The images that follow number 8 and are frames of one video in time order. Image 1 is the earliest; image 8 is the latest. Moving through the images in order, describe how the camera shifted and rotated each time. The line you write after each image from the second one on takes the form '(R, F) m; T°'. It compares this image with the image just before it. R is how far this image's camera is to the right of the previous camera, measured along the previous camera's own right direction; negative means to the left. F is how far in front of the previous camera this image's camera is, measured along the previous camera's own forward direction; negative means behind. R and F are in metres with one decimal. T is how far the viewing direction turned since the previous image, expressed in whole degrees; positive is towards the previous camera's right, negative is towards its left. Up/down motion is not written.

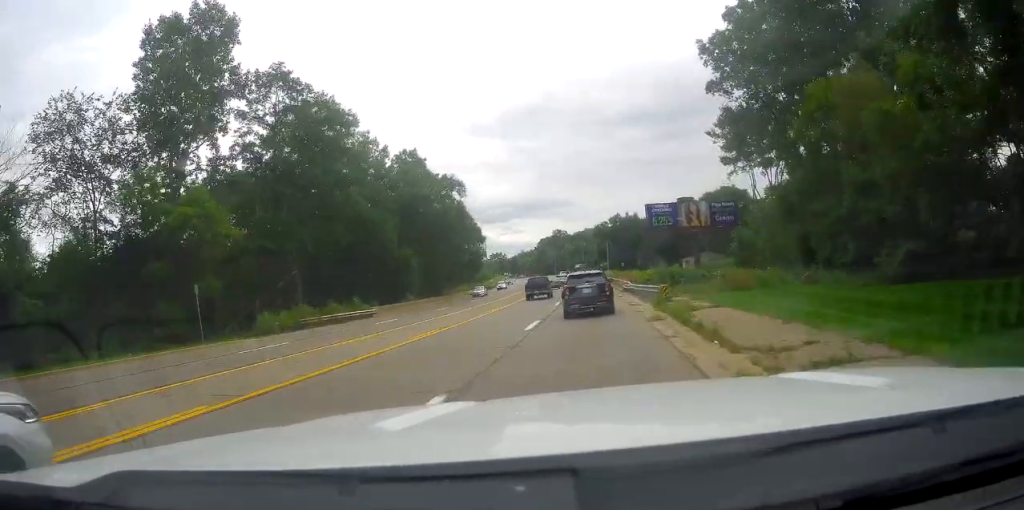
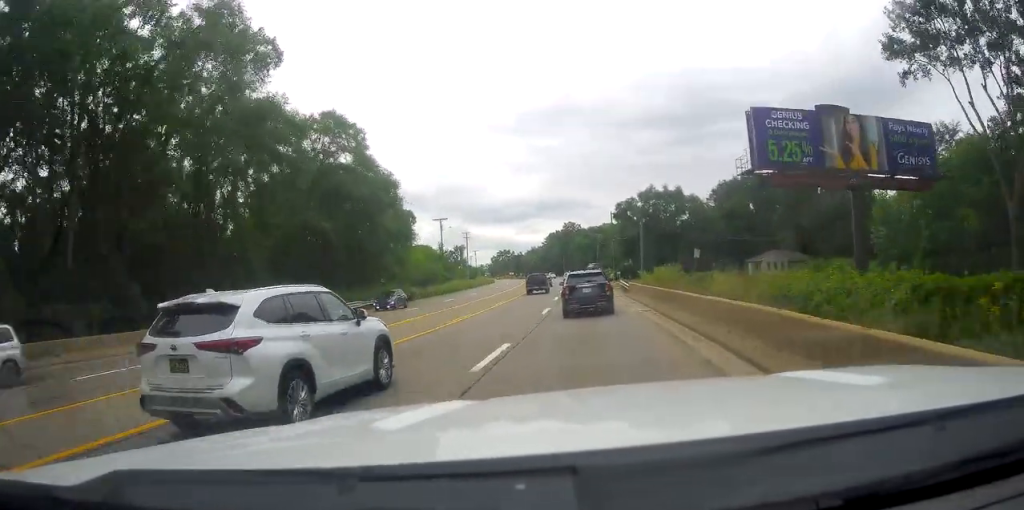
(+0.9, +53.1) m; 0°
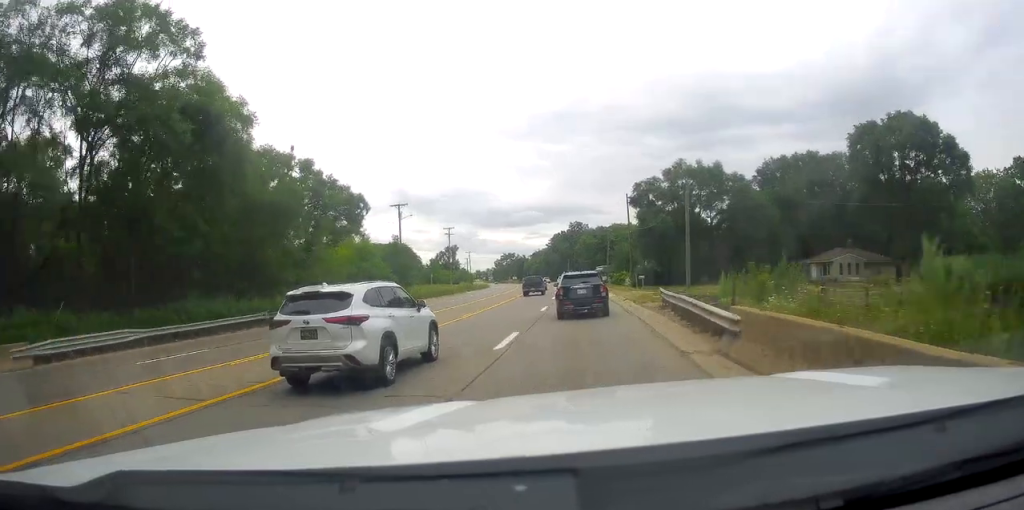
(-0.7, +27.0) m; 0°
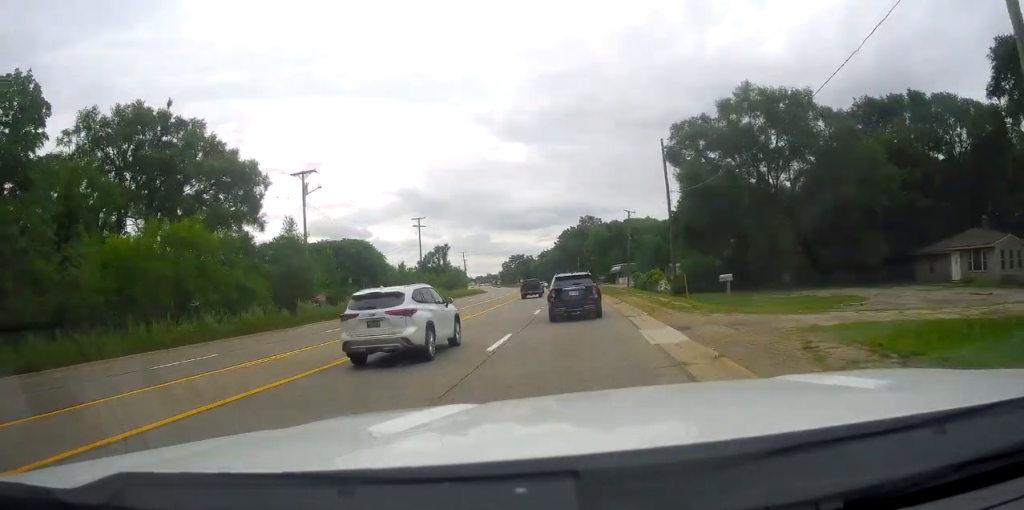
(+0.3, +30.5) m; -2°
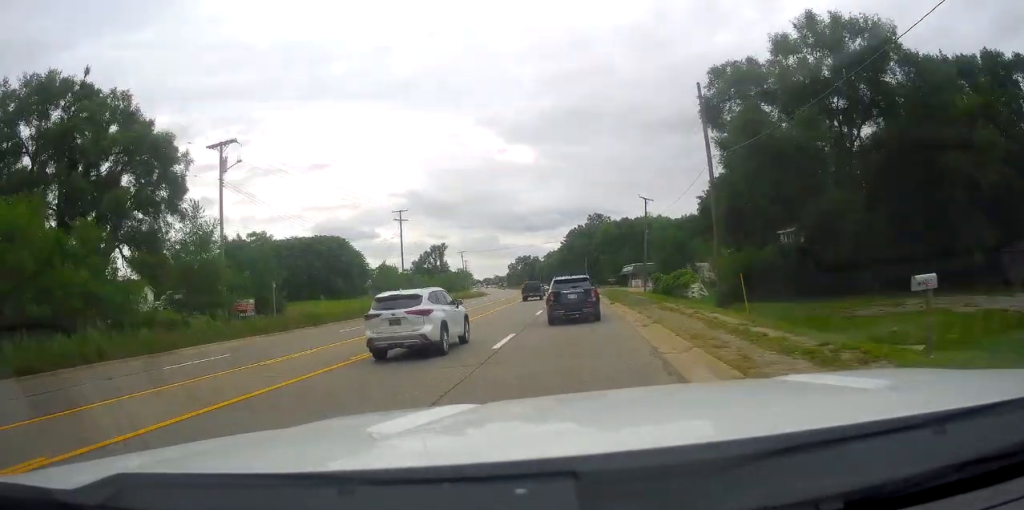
(-0.2, +14.0) m; -2°
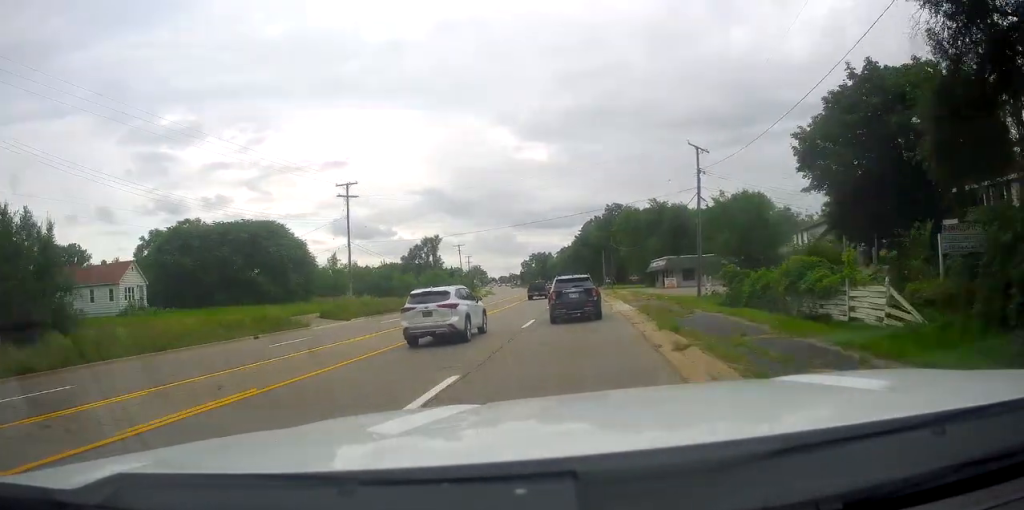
(-0.5, +24.3) m; 0°
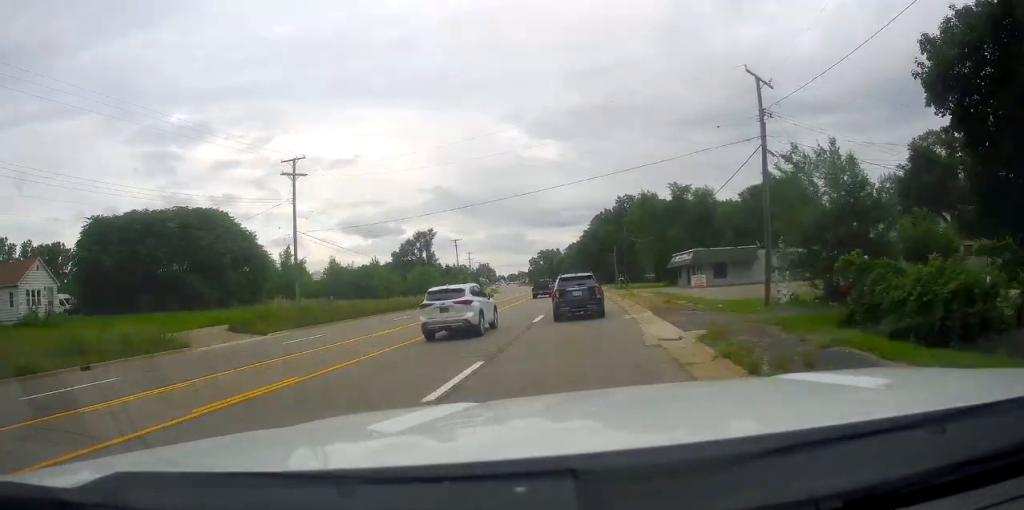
(+0.3, +13.6) m; 0°
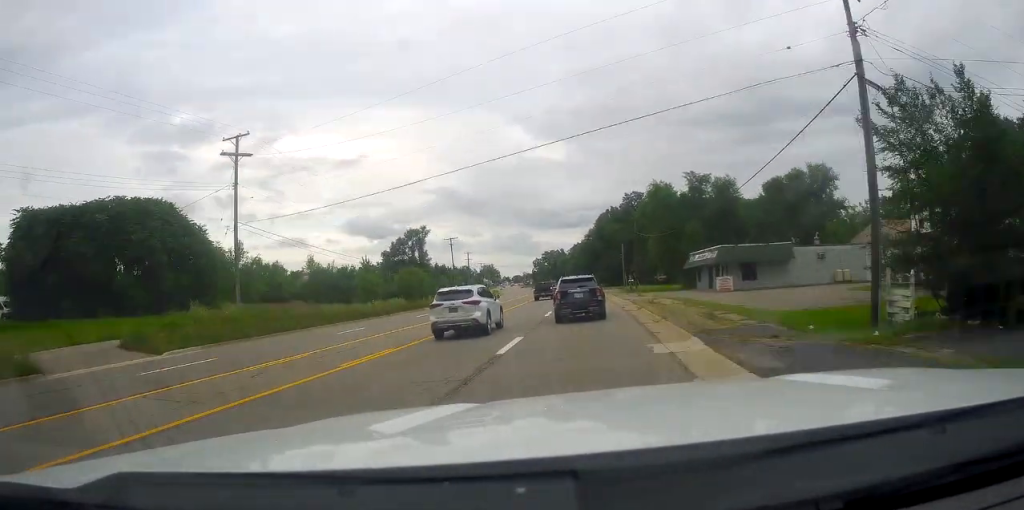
(+0.2, +9.6) m; 0°
